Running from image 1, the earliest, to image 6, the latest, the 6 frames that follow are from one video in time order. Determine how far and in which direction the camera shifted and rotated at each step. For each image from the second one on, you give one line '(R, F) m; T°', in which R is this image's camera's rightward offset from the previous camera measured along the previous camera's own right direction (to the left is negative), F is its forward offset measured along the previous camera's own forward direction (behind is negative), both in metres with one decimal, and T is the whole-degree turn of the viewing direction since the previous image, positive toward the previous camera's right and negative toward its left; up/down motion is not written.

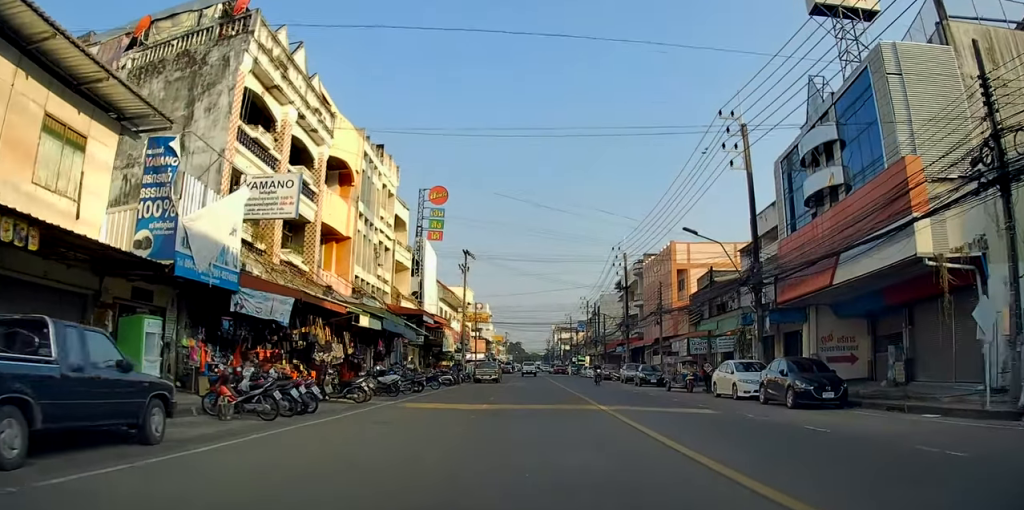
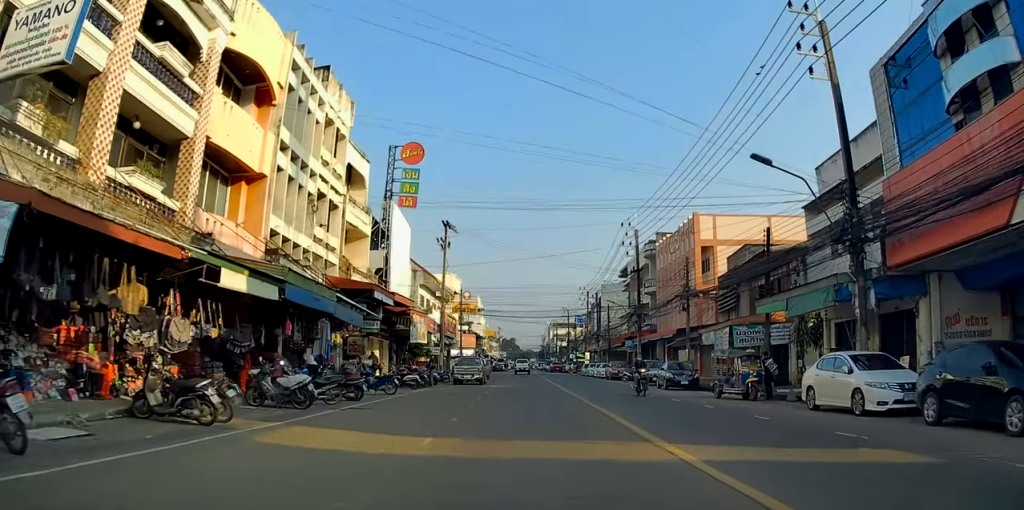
(+0.1, +9.9) m; +1°
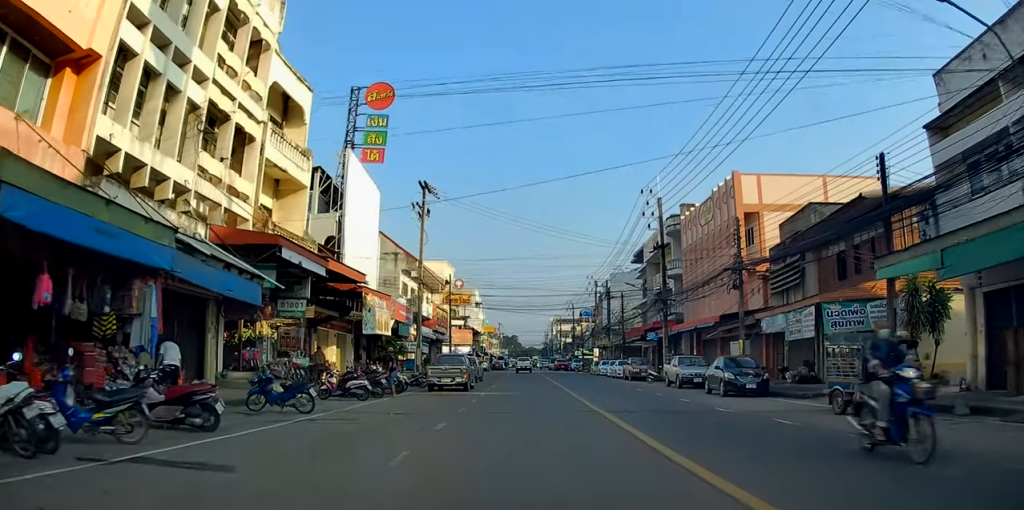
(+0.1, +9.6) m; +1°
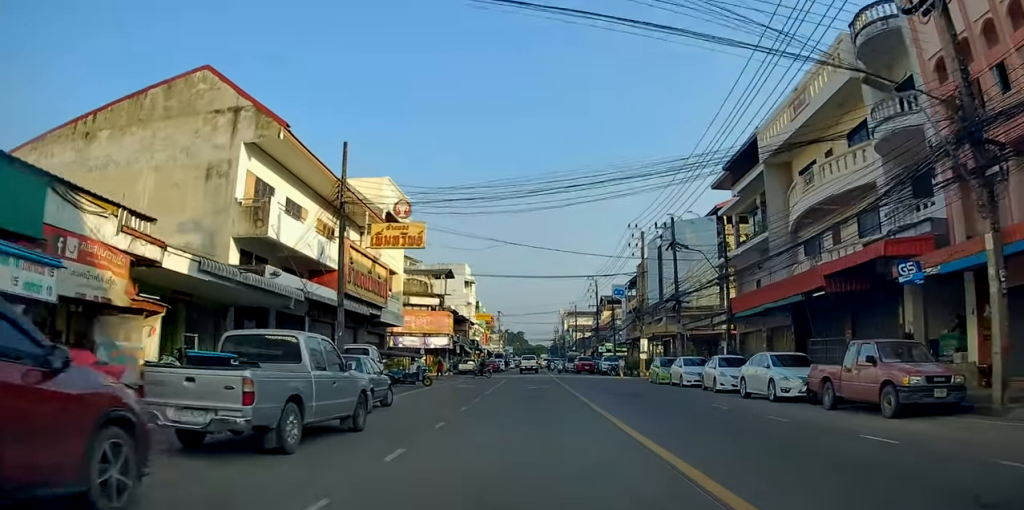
(+0.1, +31.8) m; +1°
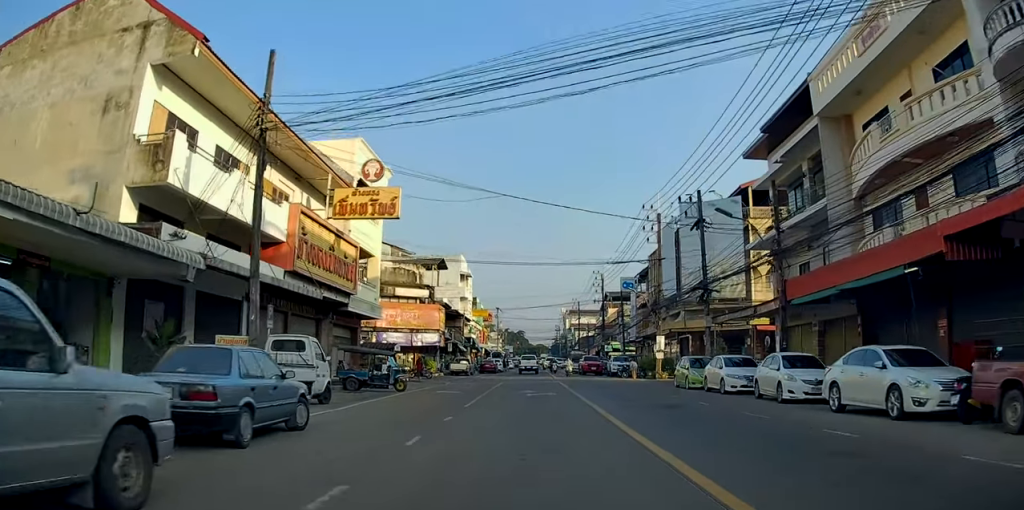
(+0.1, +6.7) m; 0°
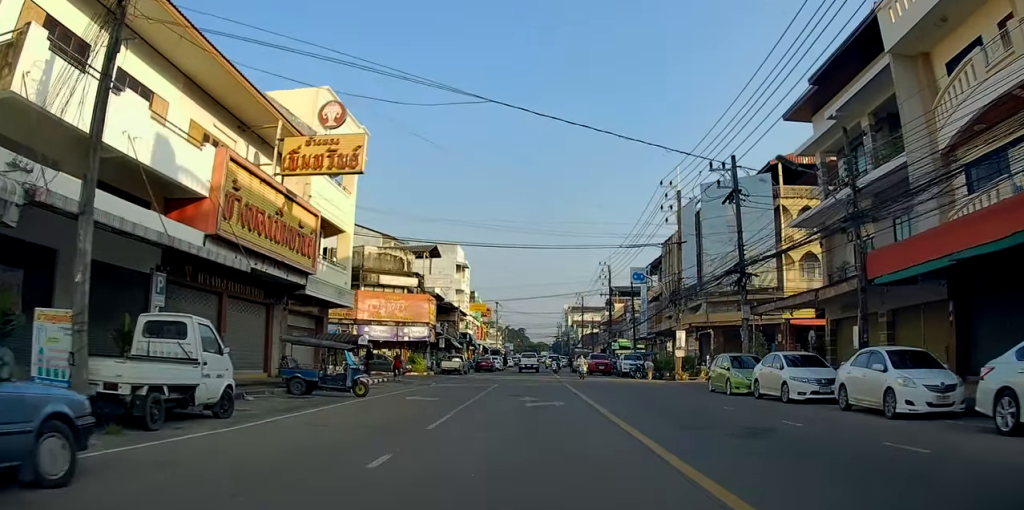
(0.0, +6.2) m; 0°
